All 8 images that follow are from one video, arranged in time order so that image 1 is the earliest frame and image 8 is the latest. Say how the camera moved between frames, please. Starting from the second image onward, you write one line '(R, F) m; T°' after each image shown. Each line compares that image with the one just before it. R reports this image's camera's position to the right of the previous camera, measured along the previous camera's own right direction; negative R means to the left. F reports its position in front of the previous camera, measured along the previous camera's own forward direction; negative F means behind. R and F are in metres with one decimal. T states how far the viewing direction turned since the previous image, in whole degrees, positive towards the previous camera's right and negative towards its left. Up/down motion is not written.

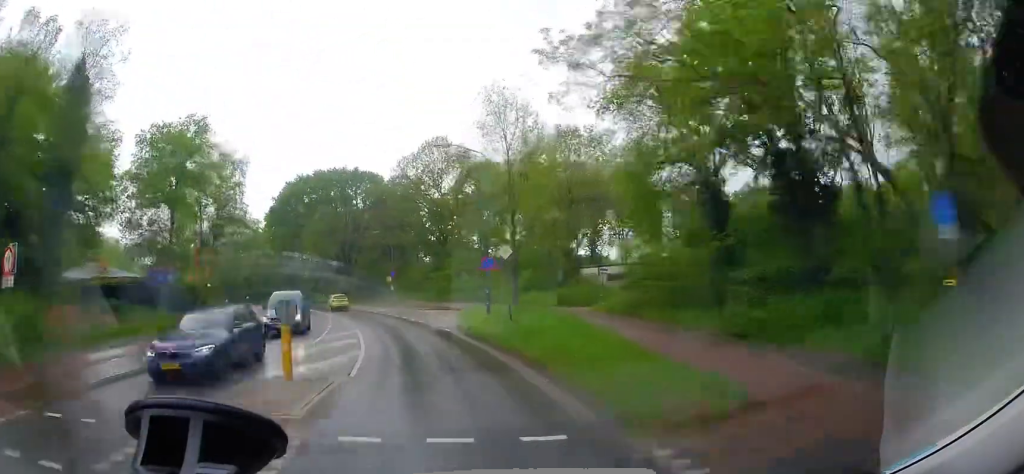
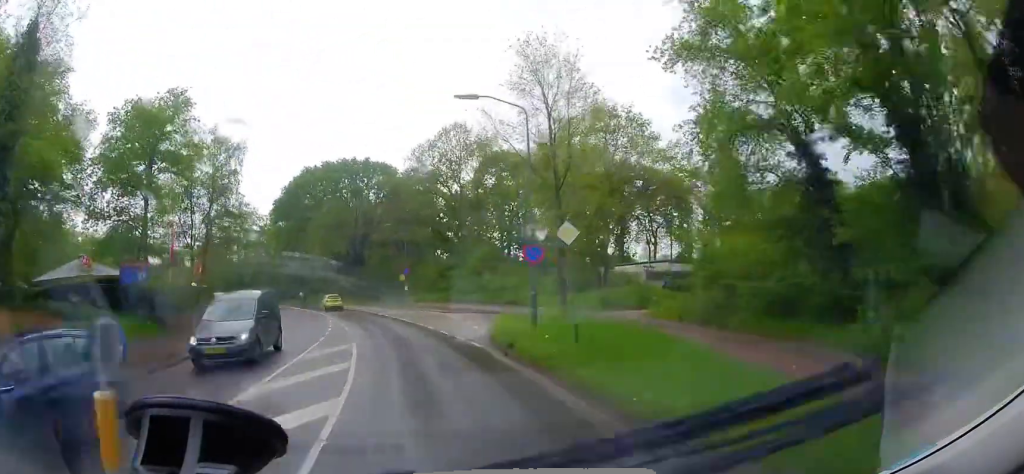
(0.0, +4.8) m; -2°
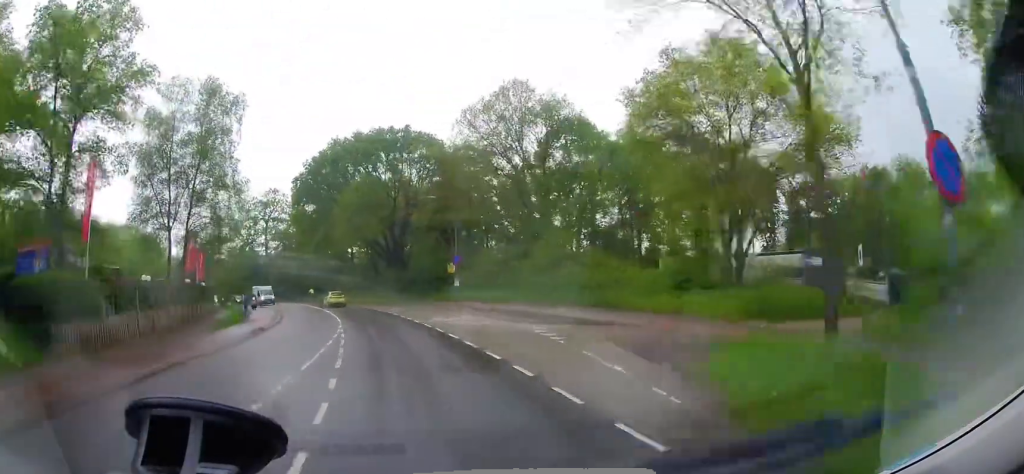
(-0.4, +10.9) m; -6°
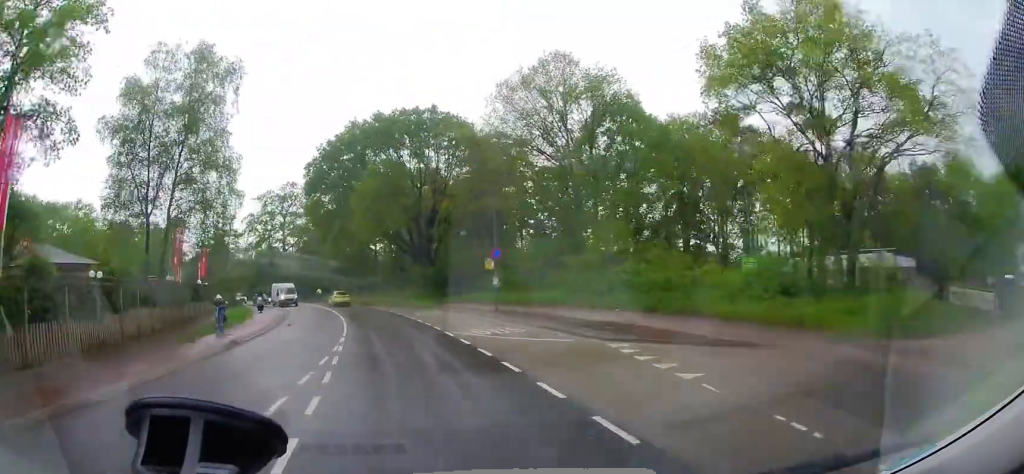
(-0.3, +6.0) m; -3°
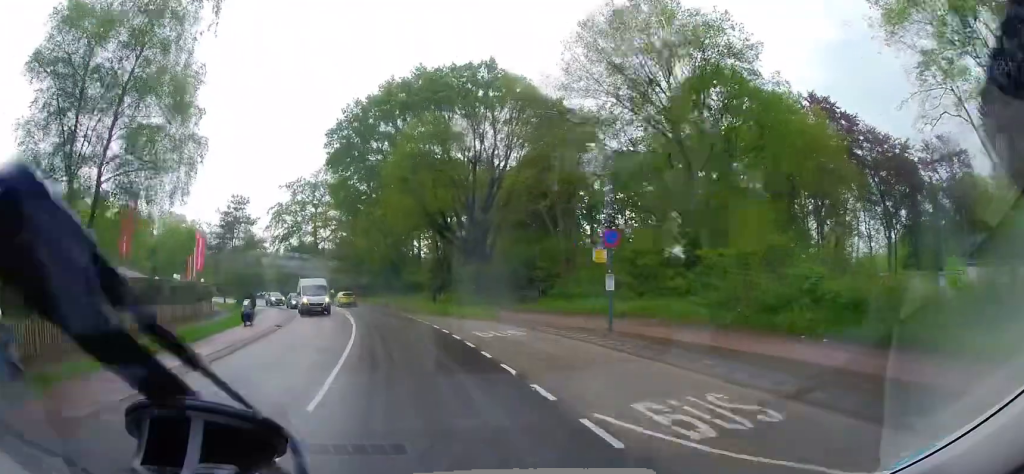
(-0.4, +10.6) m; -4°
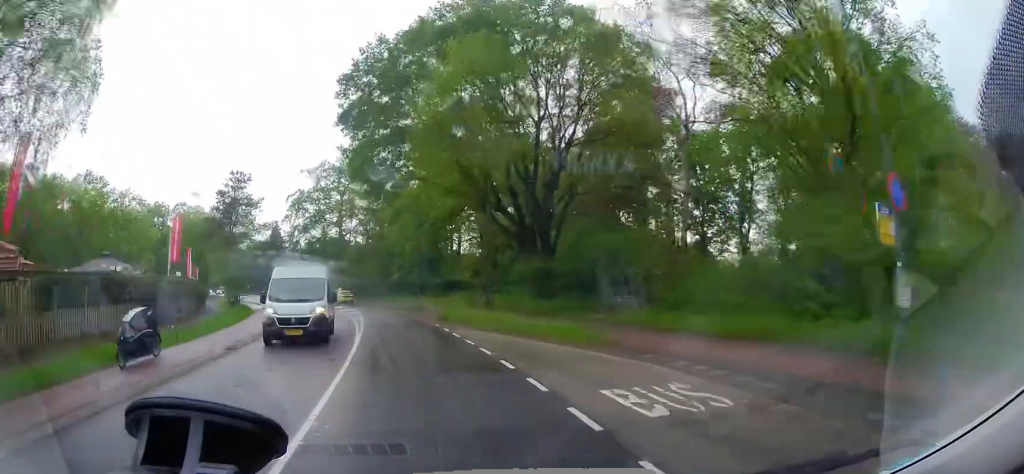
(-0.3, +10.3) m; -1°
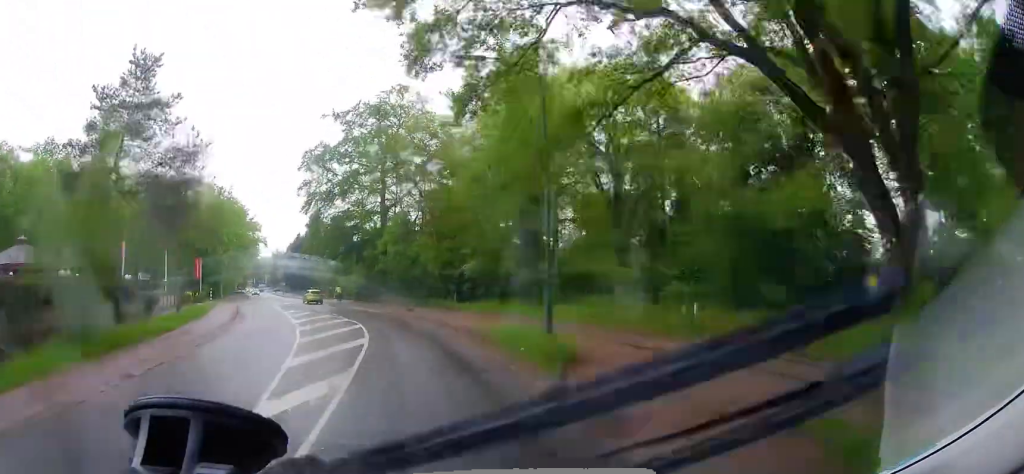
(-1.3, +25.5) m; -7°
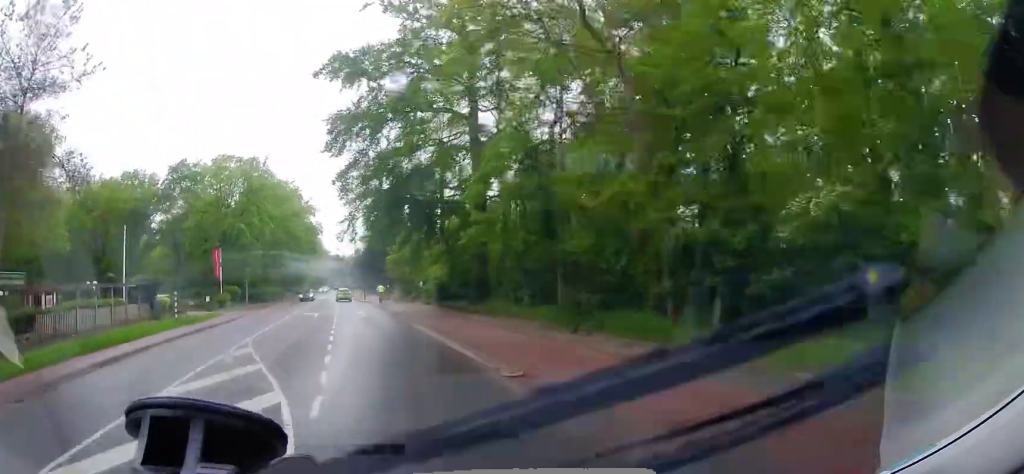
(-1.5, +22.8) m; -8°
